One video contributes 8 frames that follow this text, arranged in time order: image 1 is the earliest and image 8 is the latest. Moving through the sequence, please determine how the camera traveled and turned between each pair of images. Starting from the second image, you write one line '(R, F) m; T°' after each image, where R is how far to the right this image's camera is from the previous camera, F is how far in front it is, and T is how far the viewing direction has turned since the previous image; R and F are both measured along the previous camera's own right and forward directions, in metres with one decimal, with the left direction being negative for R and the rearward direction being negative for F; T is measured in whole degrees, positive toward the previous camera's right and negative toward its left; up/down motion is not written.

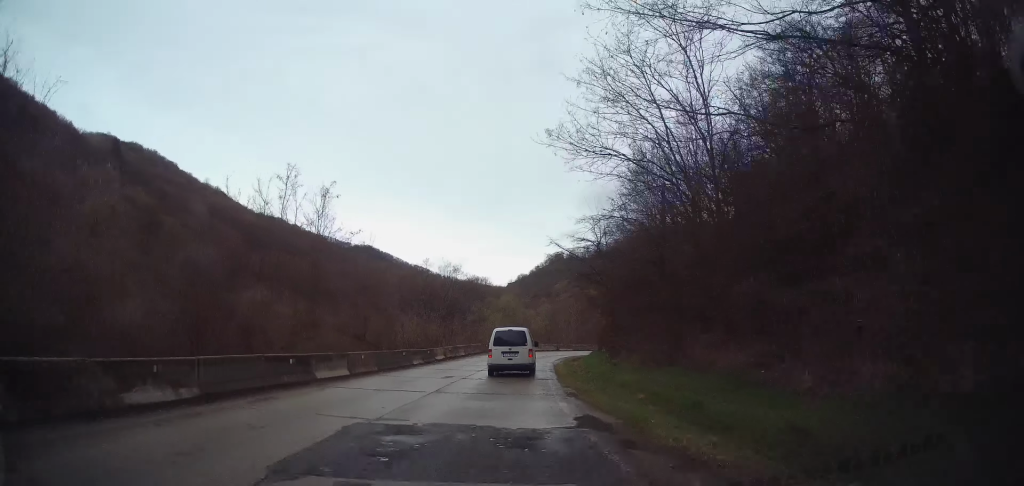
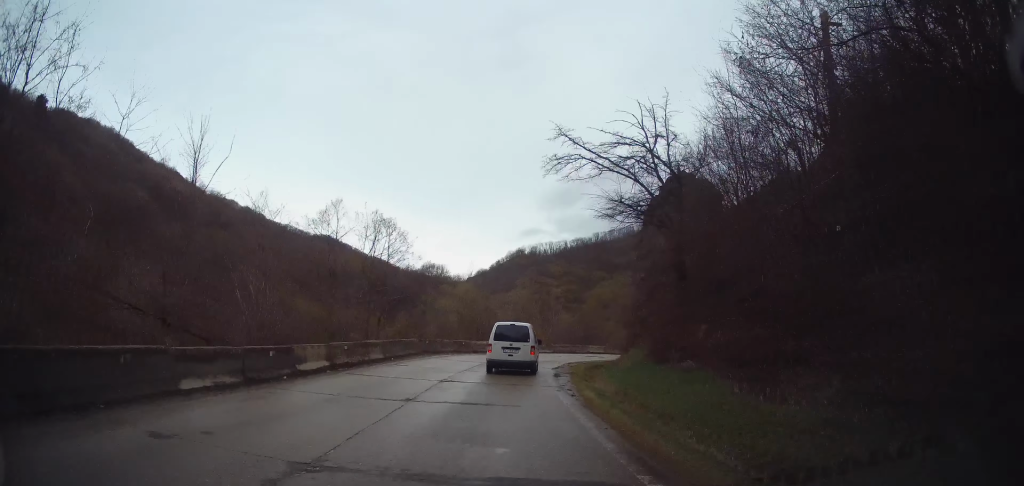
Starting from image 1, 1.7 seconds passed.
(+1.5, +18.6) m; +9°
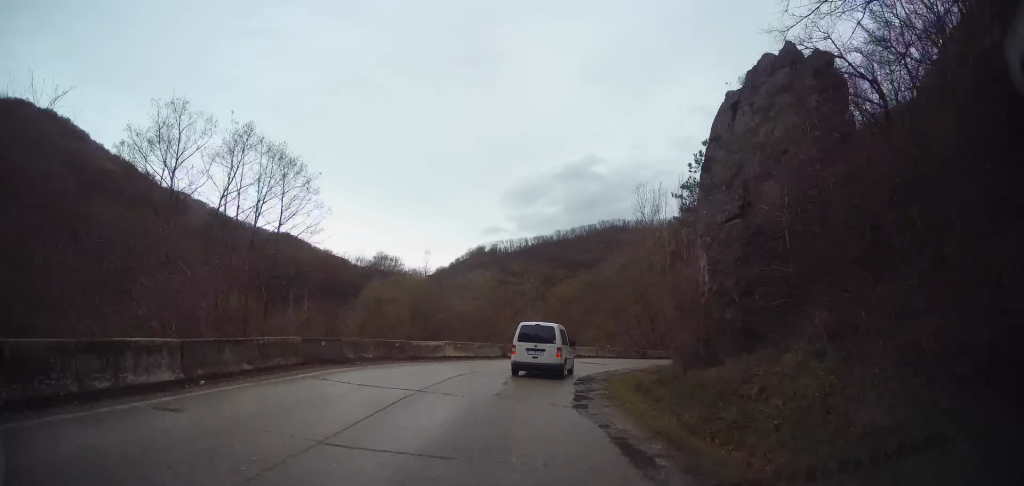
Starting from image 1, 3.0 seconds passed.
(+0.2, +13.8) m; +2°
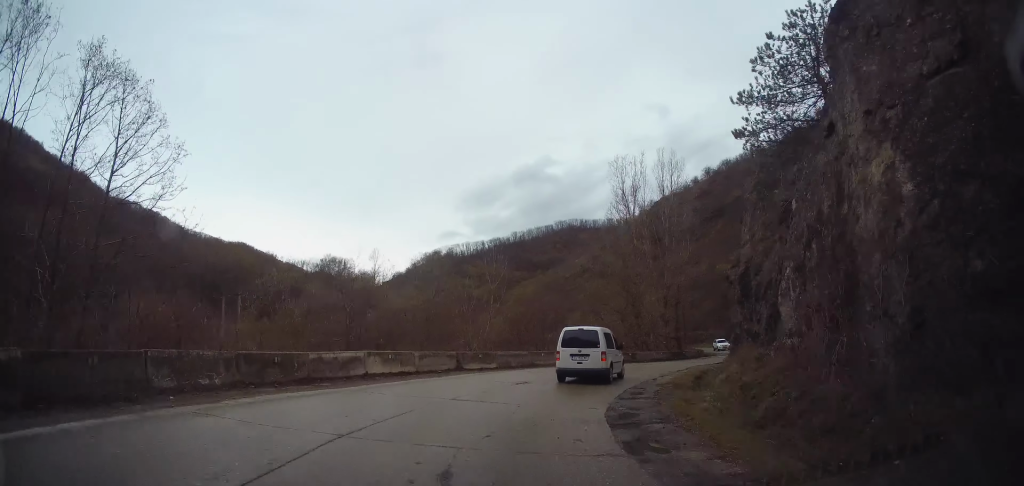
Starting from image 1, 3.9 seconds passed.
(+0.2, +9.4) m; +5°
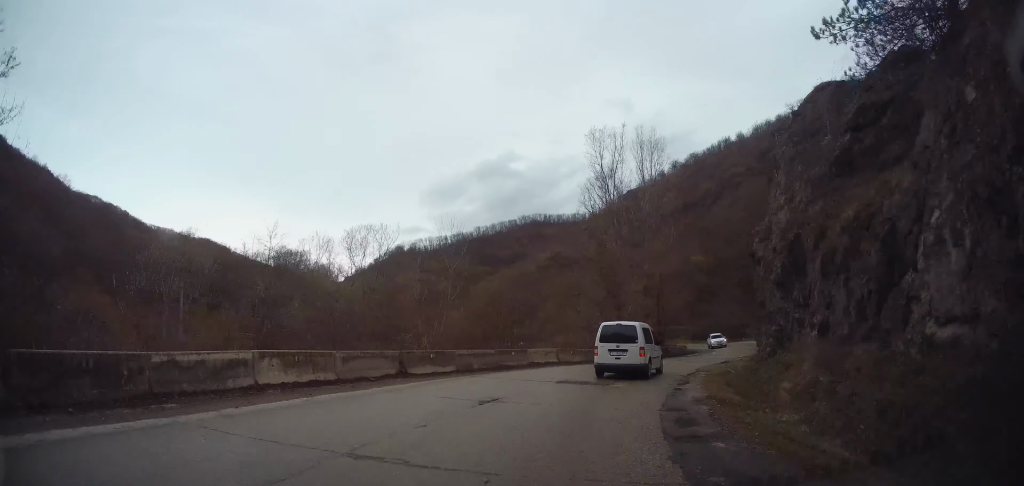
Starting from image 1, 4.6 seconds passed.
(+0.4, +6.2) m; +5°
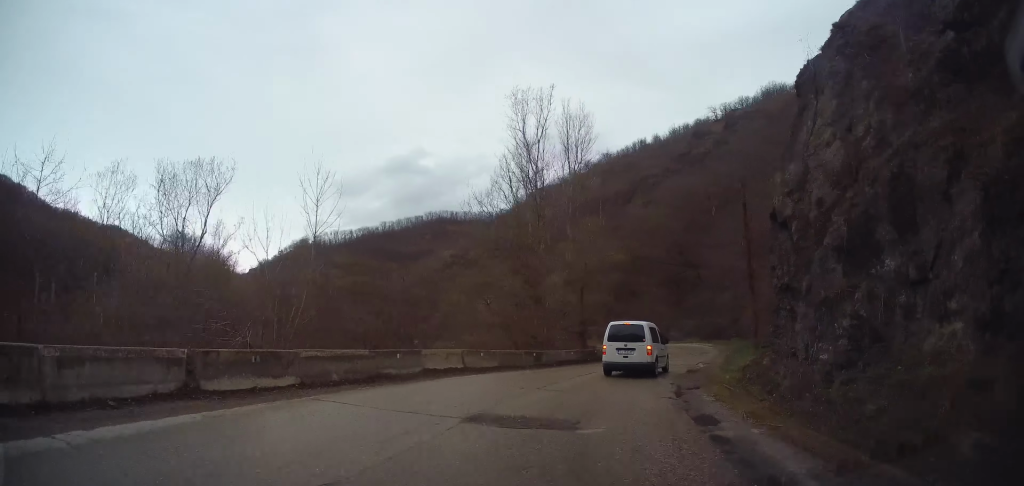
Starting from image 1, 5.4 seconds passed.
(+0.1, +8.0) m; +9°
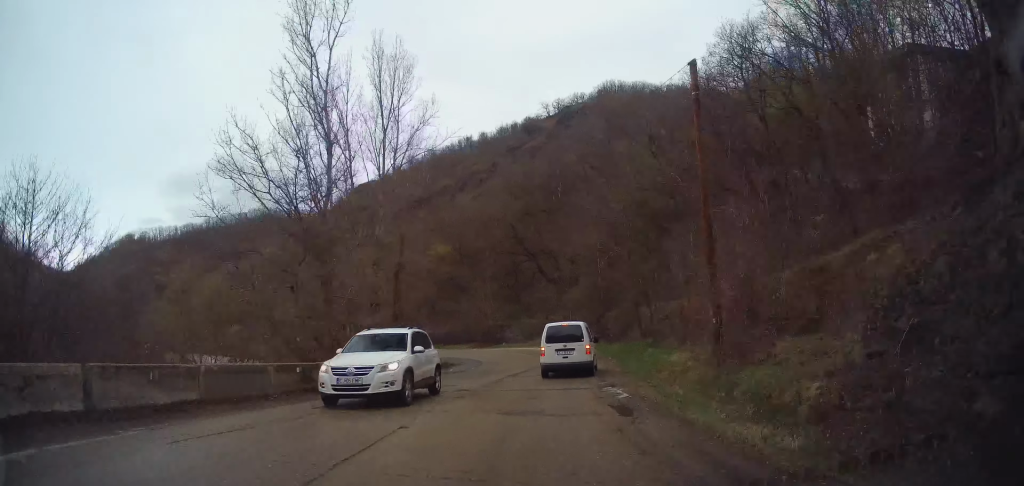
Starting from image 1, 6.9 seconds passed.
(+2.3, +12.1) m; +15°
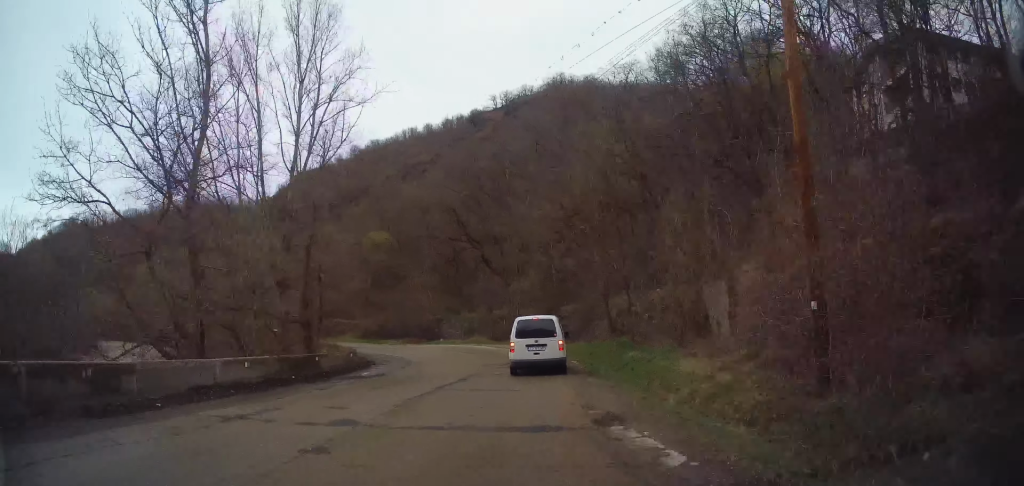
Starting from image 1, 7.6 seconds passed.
(+0.2, +6.0) m; +3°
